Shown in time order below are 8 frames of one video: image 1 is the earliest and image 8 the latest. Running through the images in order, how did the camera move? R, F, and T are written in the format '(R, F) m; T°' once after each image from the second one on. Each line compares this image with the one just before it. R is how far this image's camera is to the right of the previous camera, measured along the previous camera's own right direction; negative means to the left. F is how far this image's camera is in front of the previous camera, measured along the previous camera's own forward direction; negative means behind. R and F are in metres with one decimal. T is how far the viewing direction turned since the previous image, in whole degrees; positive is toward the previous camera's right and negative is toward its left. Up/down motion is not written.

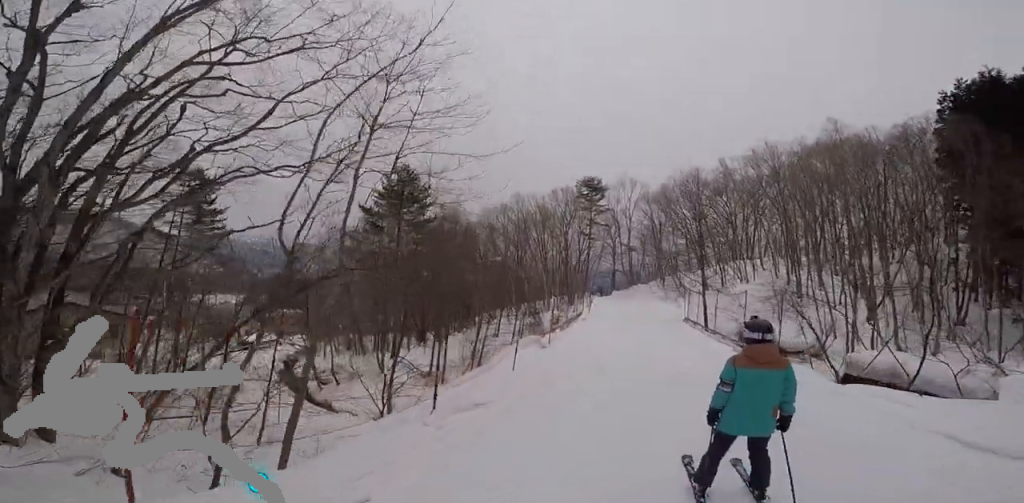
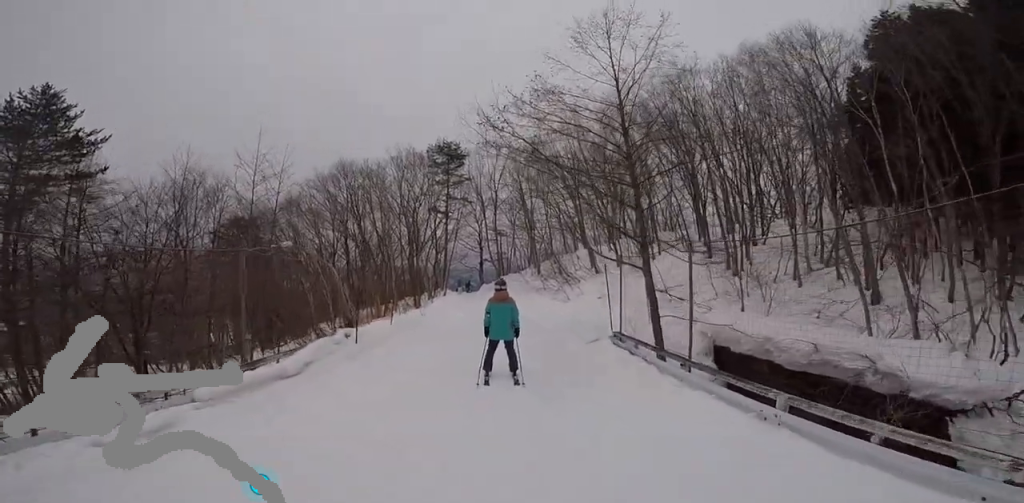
(-2.4, +15.5) m; -7°
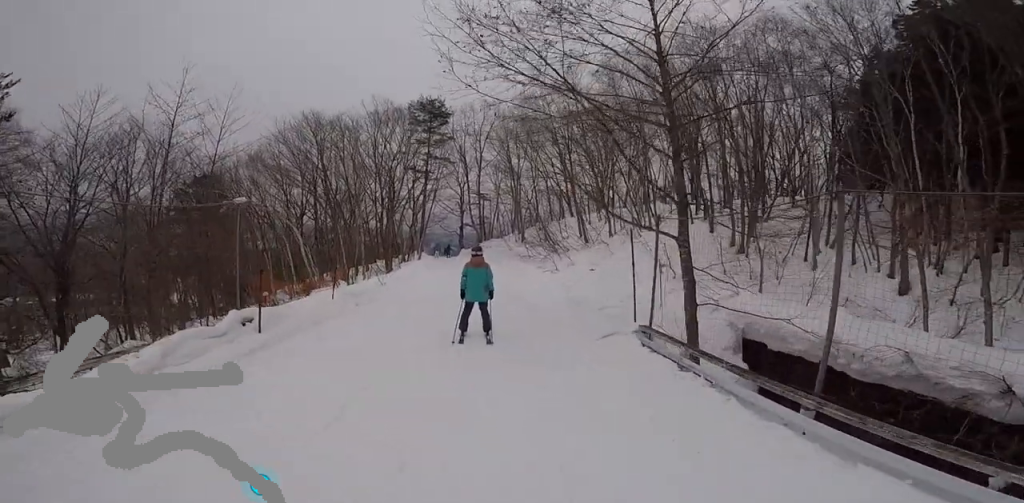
(+0.2, +2.8) m; -3°
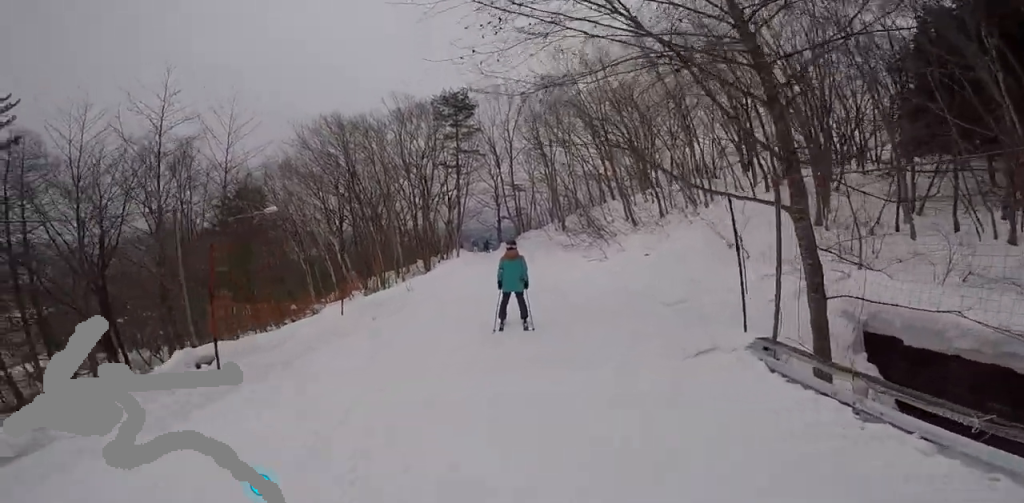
(+0.3, +1.9) m; -10°
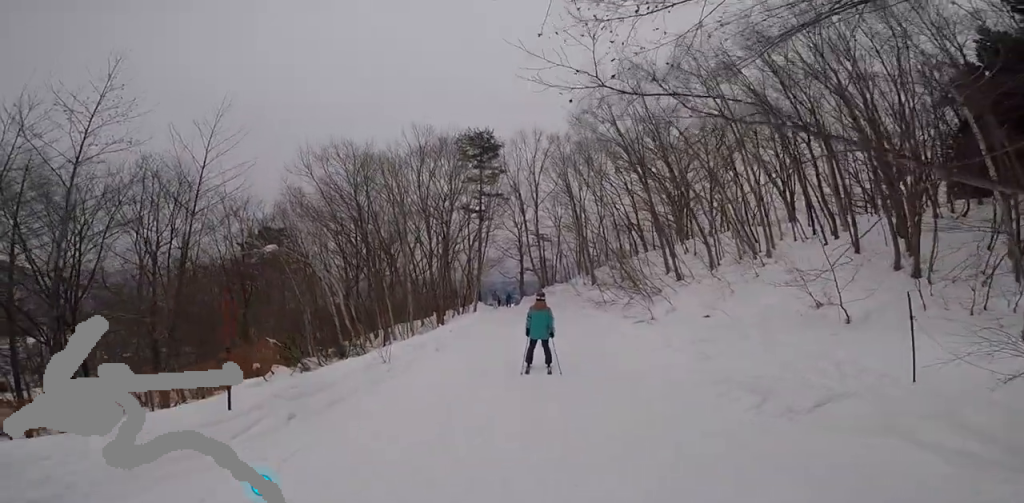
(-1.2, +3.6) m; -4°
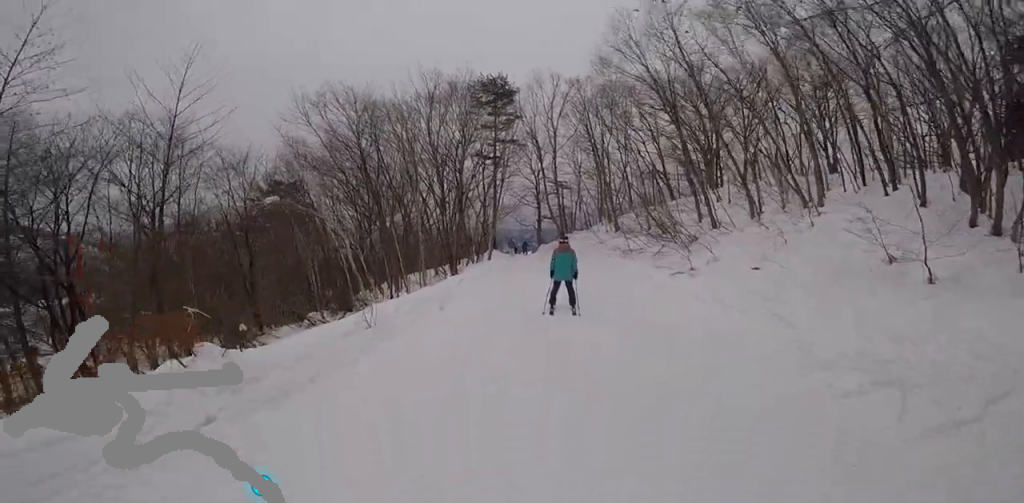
(0.0, +1.6) m; +2°
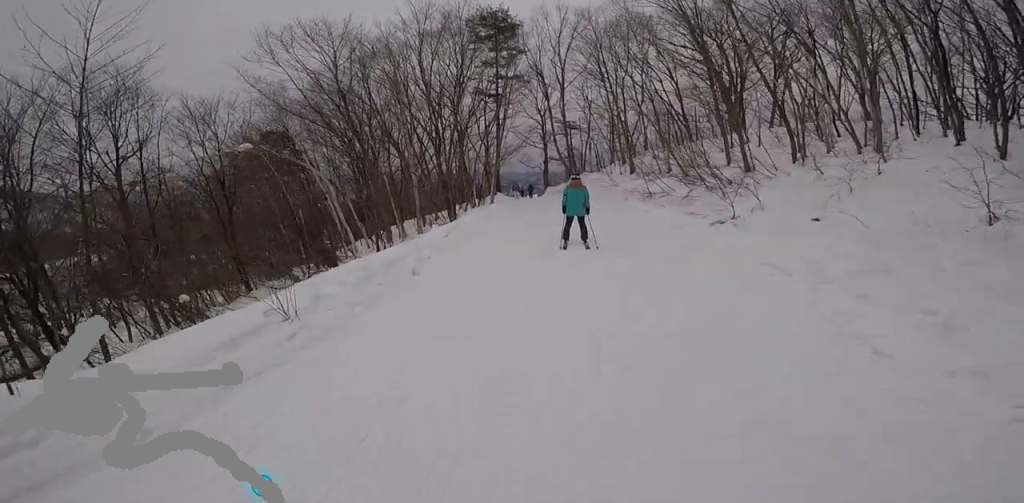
(+1.0, +2.2) m; +6°
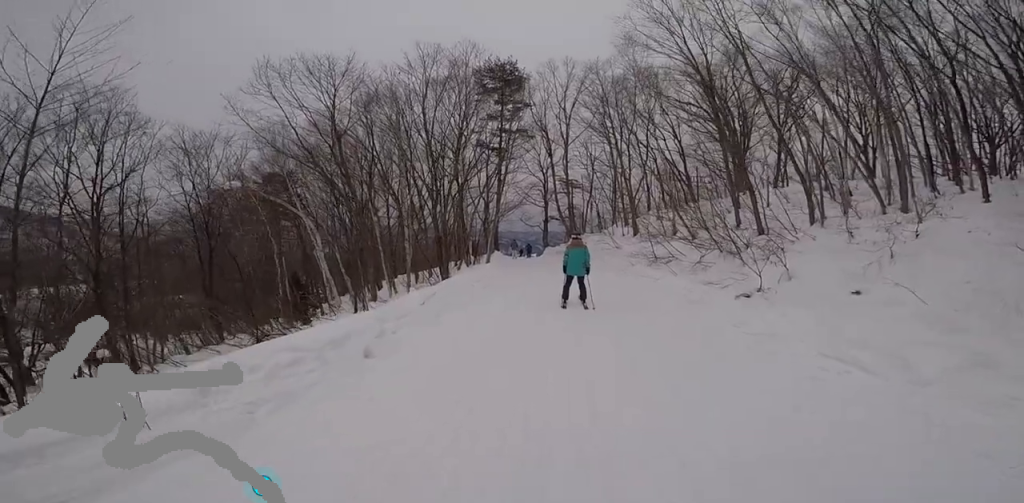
(-0.4, +1.5) m; 0°
